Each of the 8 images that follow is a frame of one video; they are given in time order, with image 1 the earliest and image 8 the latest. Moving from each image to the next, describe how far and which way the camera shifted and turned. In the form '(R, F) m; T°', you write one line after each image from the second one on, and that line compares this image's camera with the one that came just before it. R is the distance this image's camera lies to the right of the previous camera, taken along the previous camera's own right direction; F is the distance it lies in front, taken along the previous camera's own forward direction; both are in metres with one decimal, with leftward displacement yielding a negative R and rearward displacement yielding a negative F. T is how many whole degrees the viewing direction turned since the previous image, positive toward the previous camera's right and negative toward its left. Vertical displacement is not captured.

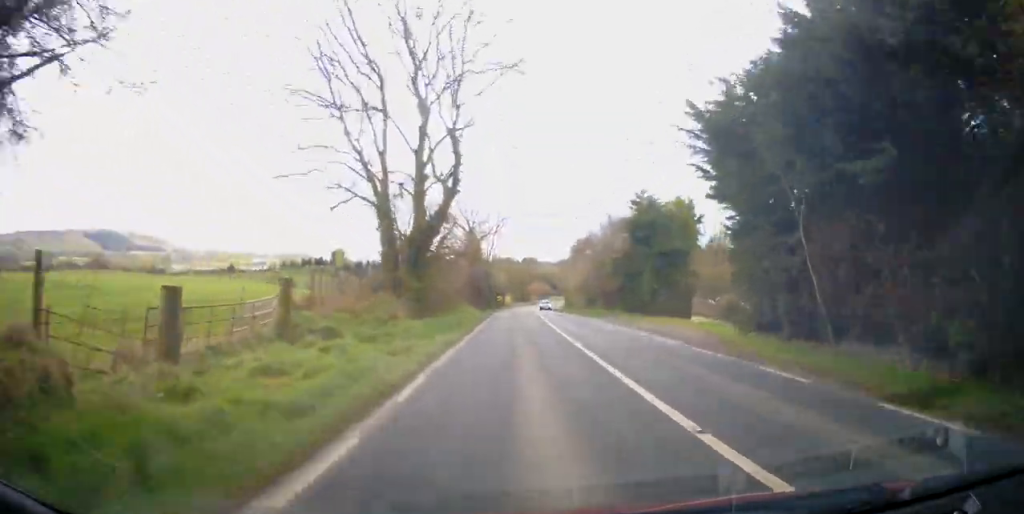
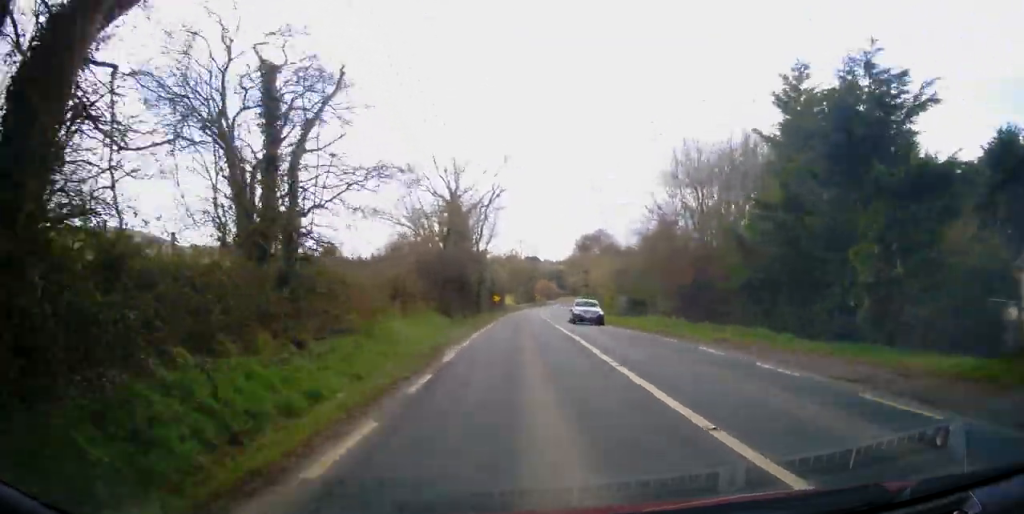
(-0.2, +23.5) m; -1°
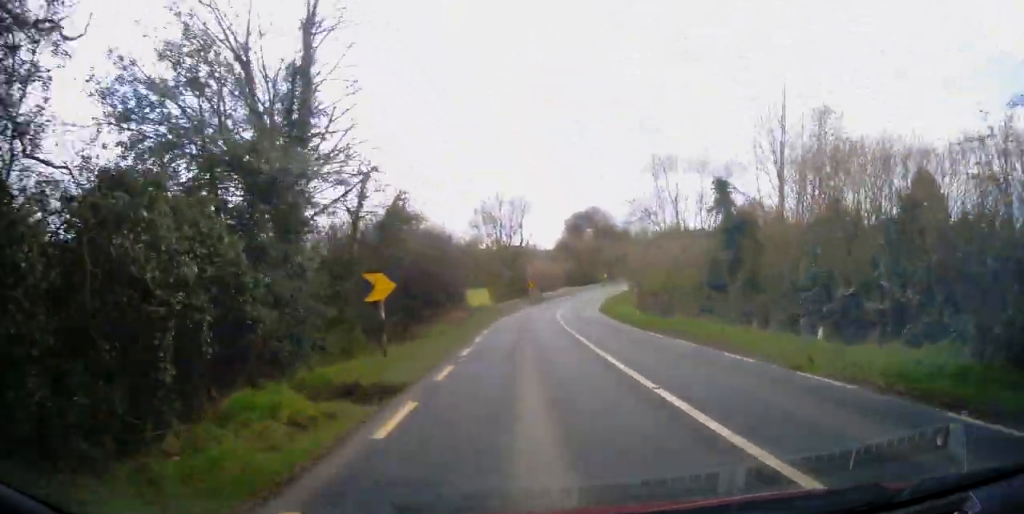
(+0.7, +50.6) m; +2°
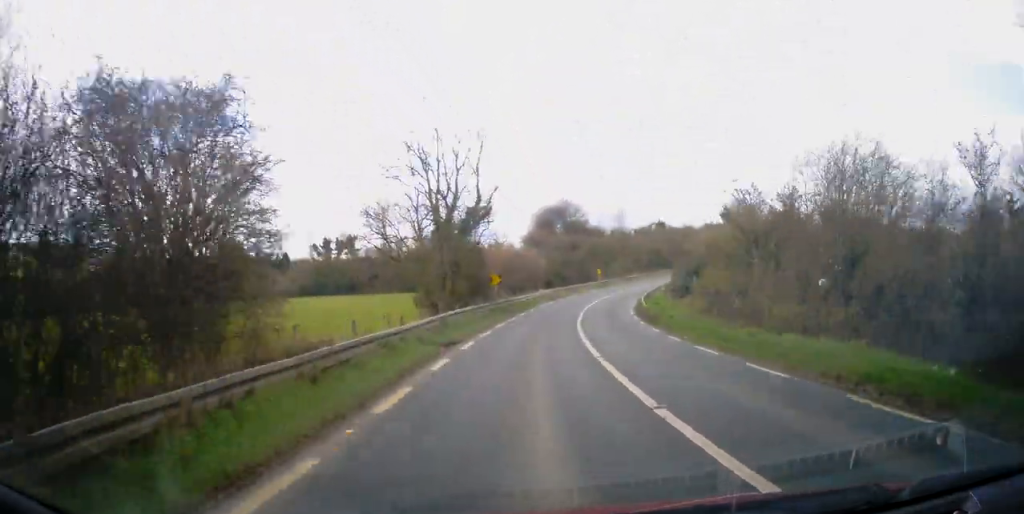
(+0.5, +30.7) m; +3°
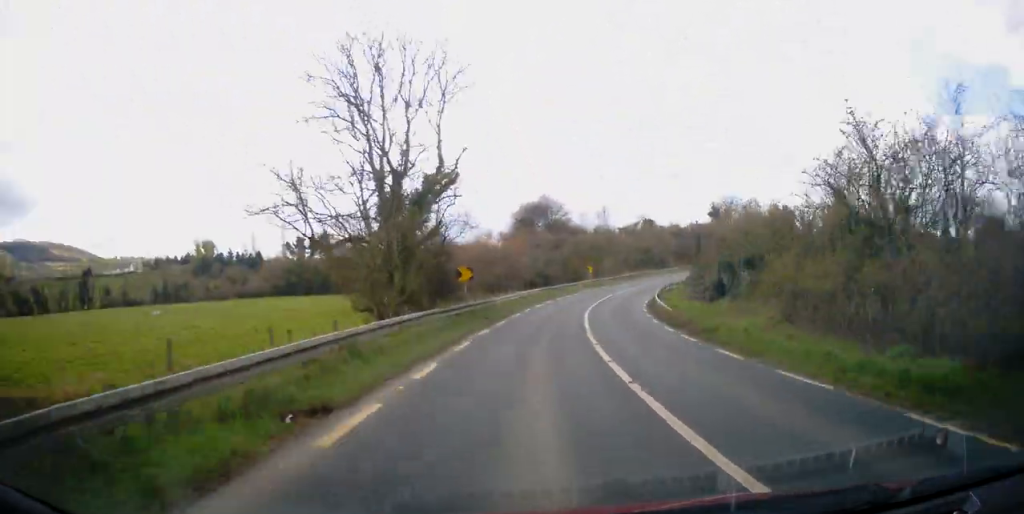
(0.0, +9.8) m; +2°
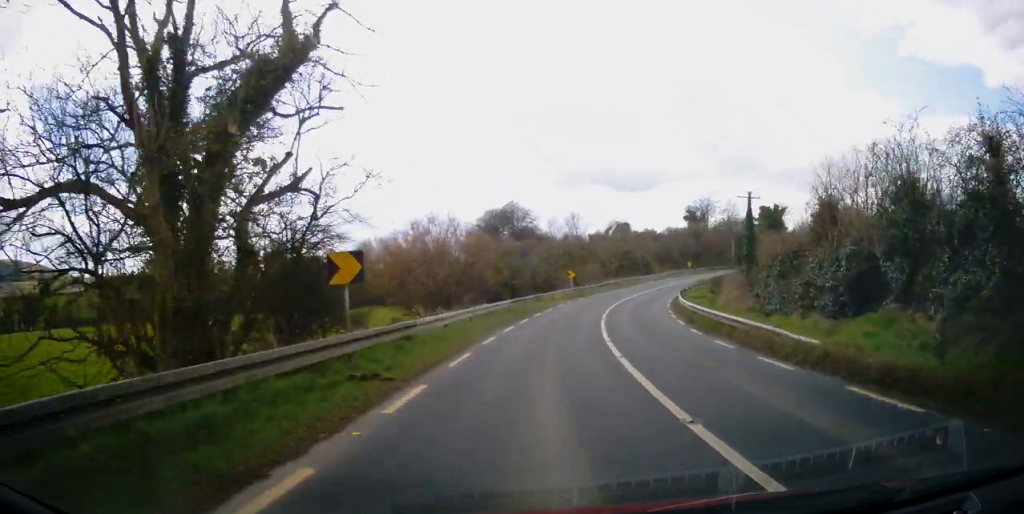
(+0.5, +14.7) m; +3°
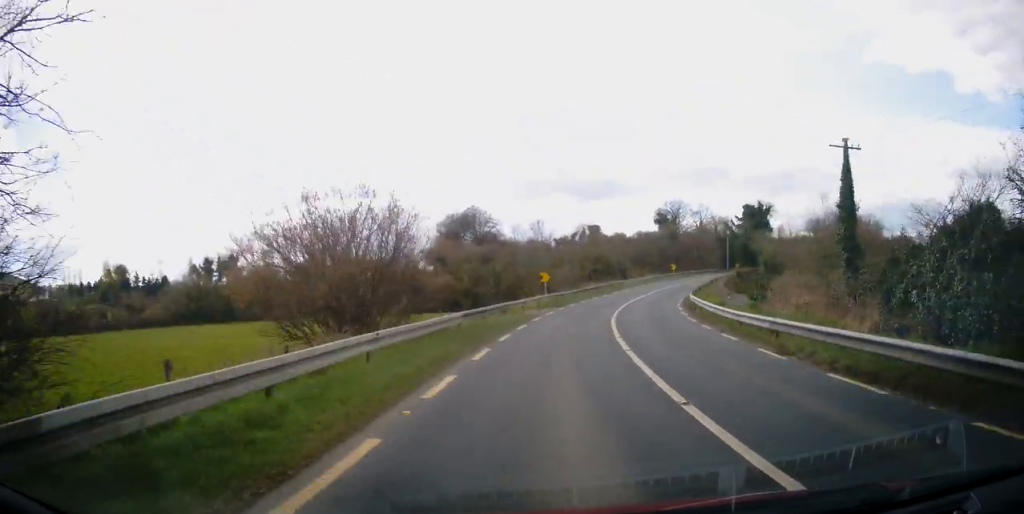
(+0.1, +11.1) m; +3°
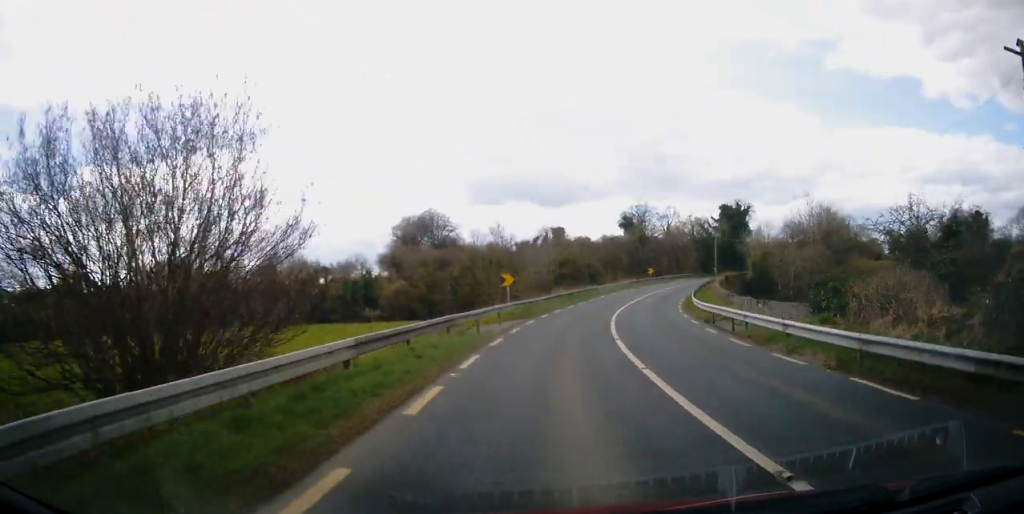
(+0.3, +8.9) m; +3°
